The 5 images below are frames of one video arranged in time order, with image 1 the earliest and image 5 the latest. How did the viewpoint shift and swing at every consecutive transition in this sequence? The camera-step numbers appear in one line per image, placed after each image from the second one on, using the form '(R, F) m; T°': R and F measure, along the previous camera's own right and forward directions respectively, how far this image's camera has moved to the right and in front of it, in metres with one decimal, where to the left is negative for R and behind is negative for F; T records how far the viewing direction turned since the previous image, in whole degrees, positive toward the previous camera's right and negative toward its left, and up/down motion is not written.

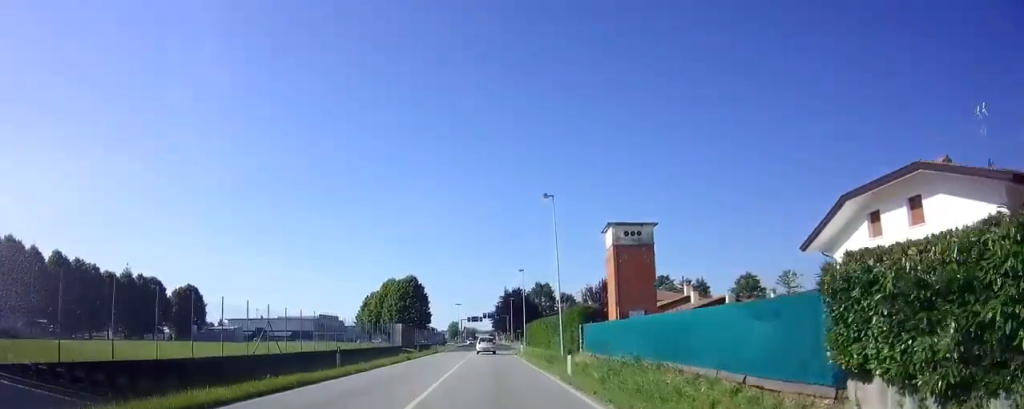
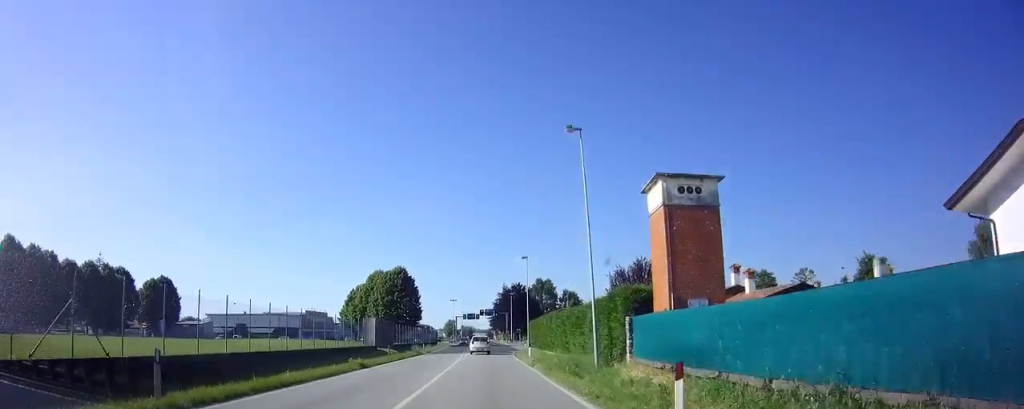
(0.0, +11.2) m; 0°
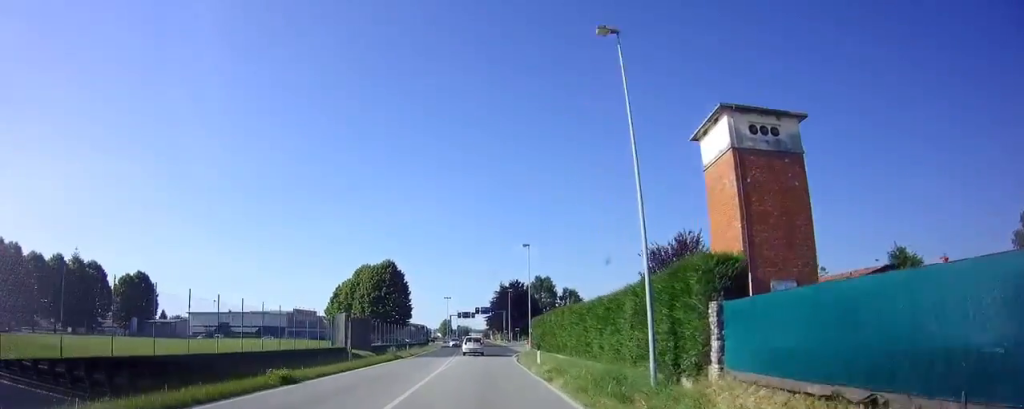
(0.0, +8.6) m; 0°
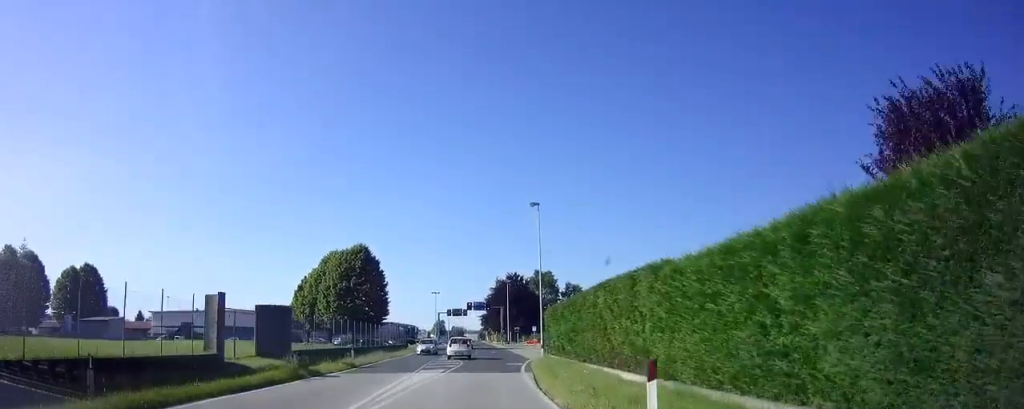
(0.0, +16.6) m; 0°
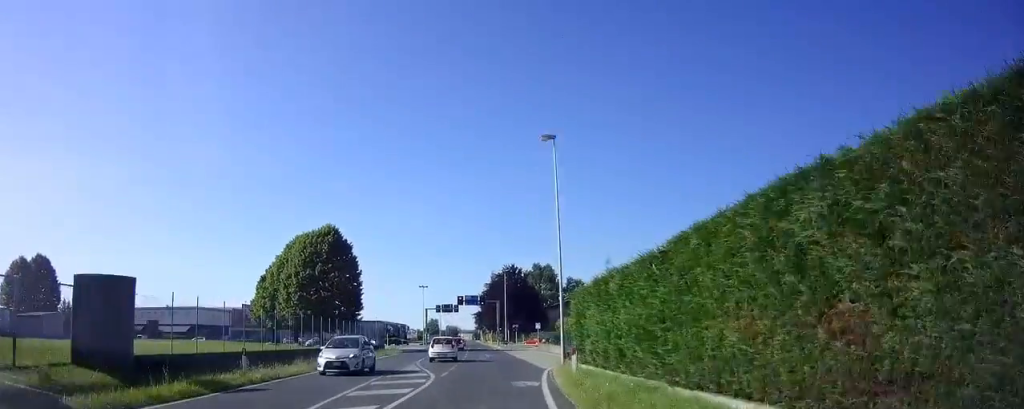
(+0.1, +13.0) m; 0°
